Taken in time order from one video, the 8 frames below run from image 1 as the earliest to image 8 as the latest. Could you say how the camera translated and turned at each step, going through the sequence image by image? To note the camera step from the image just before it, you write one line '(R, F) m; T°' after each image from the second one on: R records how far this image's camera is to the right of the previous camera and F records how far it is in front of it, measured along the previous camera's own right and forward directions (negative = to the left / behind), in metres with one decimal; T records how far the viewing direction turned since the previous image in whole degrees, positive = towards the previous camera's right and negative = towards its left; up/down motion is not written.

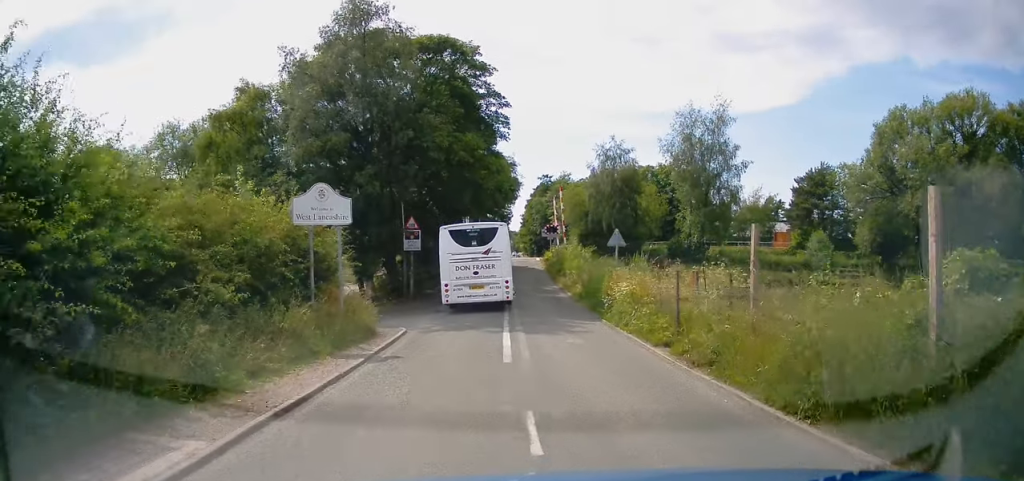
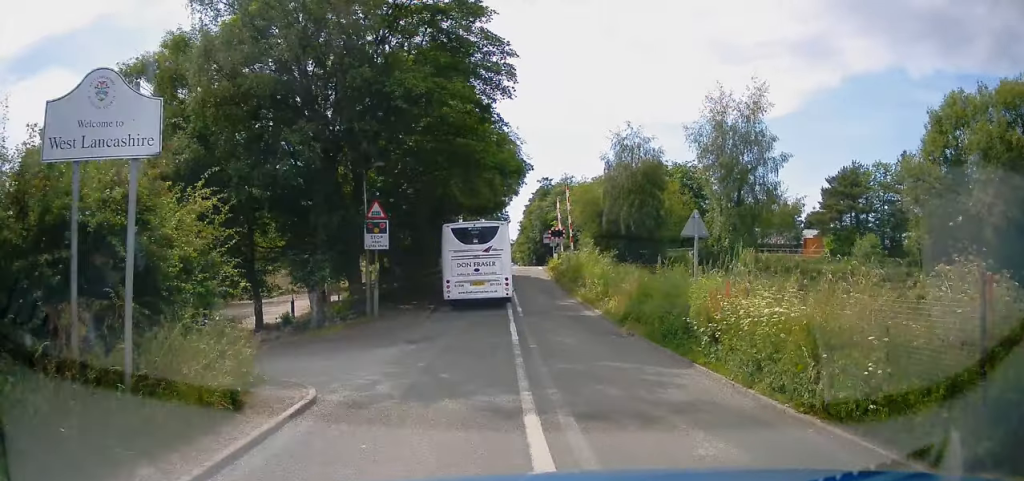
(-0.2, +8.3) m; -2°
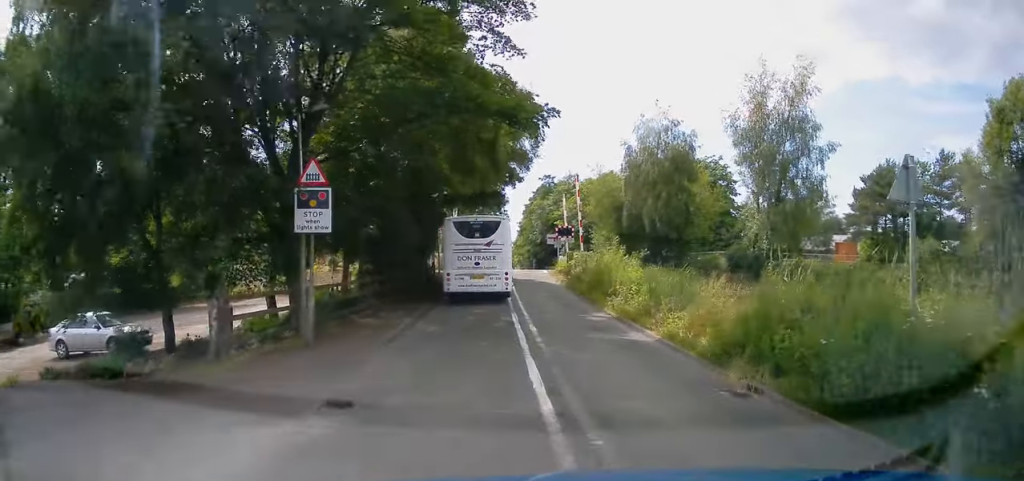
(-0.1, +6.9) m; 0°
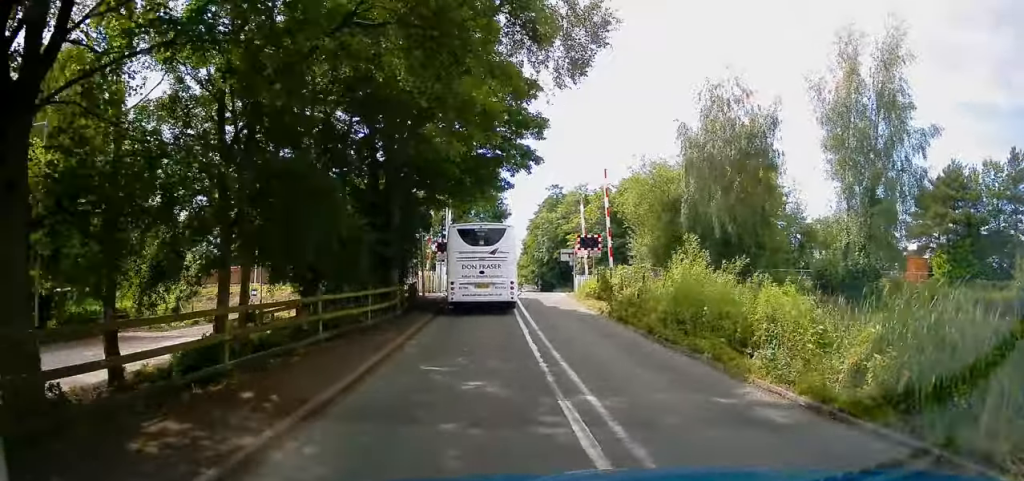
(+0.3, +11.3) m; +2°
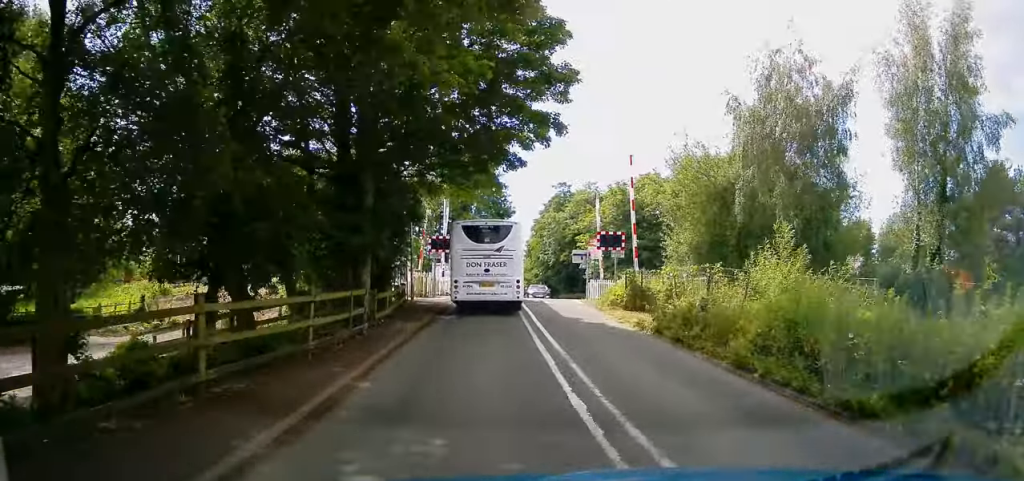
(+0.3, +5.5) m; 0°
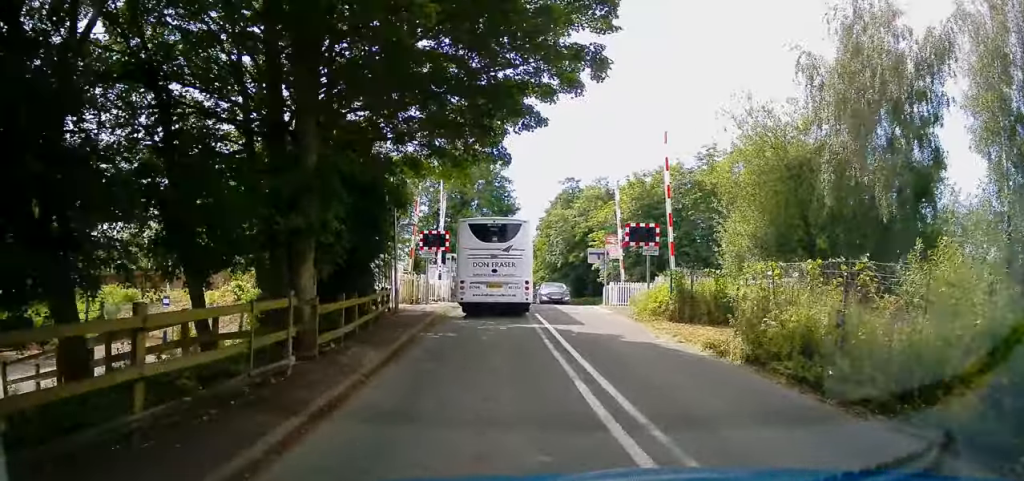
(-0.2, +5.6) m; -1°
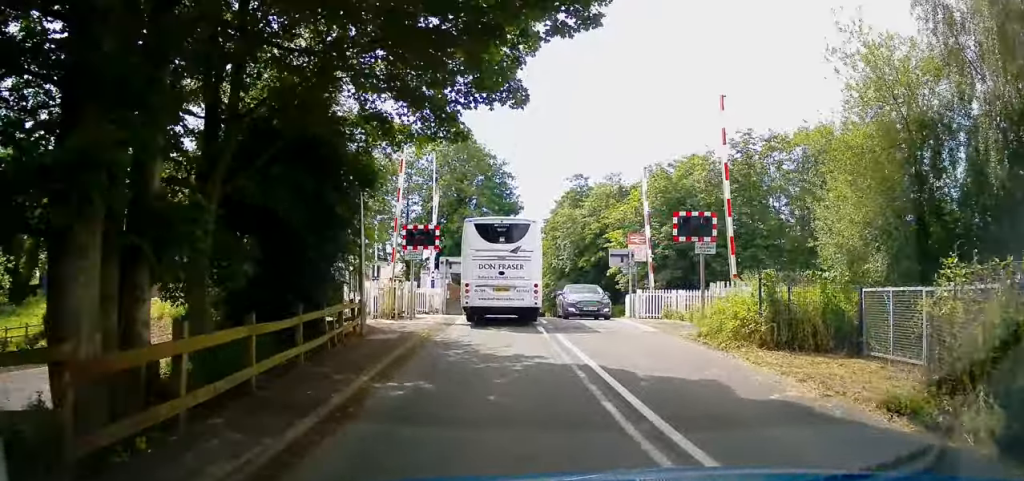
(-0.2, +6.3) m; -2°
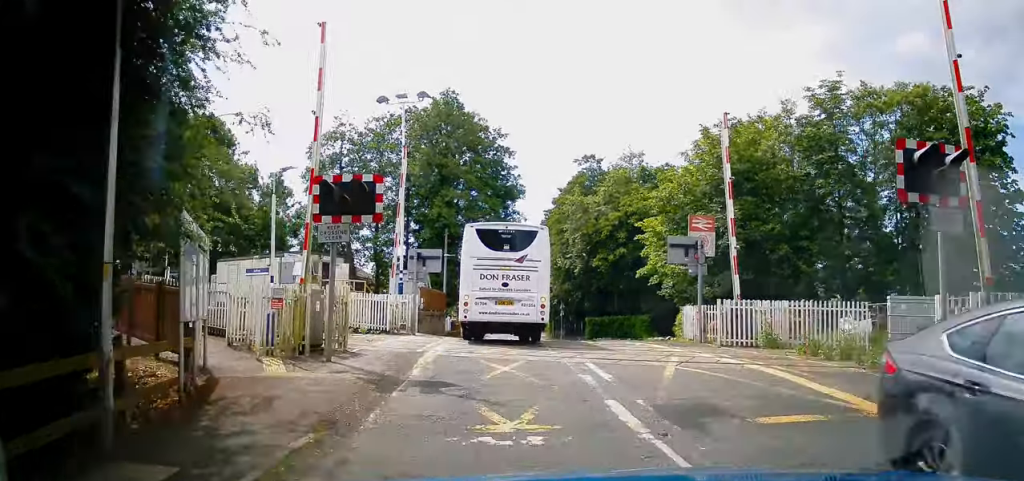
(+0.1, +11.1) m; +3°
